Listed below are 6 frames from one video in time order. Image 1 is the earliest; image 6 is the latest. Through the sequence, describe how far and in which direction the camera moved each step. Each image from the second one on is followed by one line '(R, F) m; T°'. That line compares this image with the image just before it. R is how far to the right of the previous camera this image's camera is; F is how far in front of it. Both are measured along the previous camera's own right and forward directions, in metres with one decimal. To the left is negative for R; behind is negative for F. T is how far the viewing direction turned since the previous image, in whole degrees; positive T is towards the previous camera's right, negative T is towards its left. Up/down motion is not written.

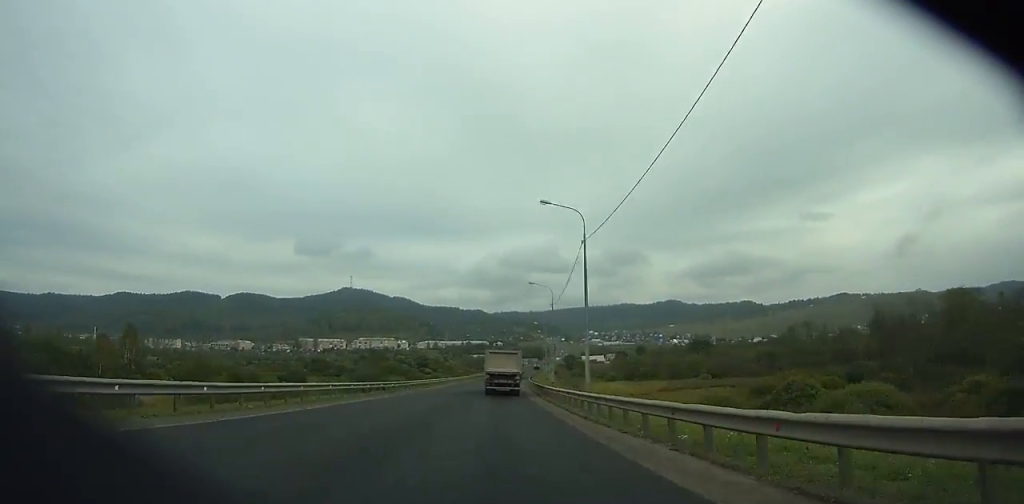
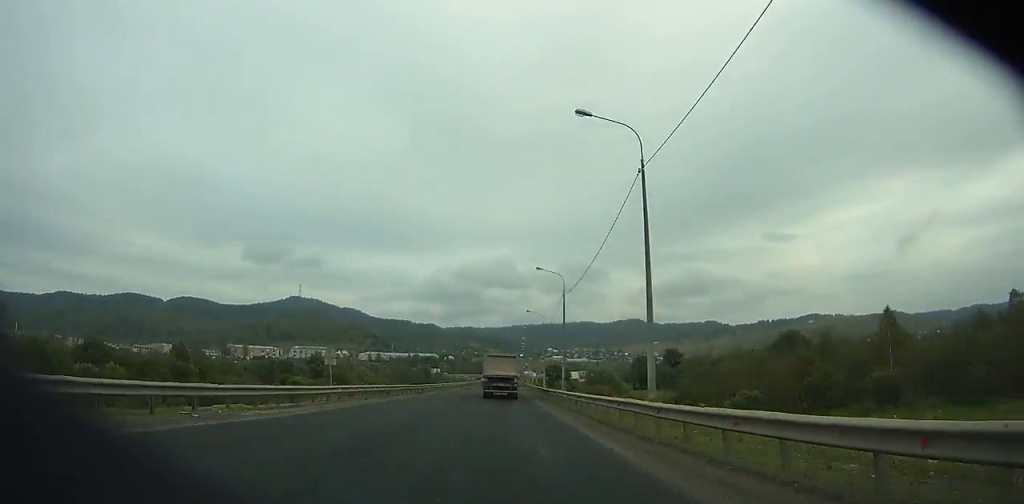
(+4.4, +121.1) m; +4°
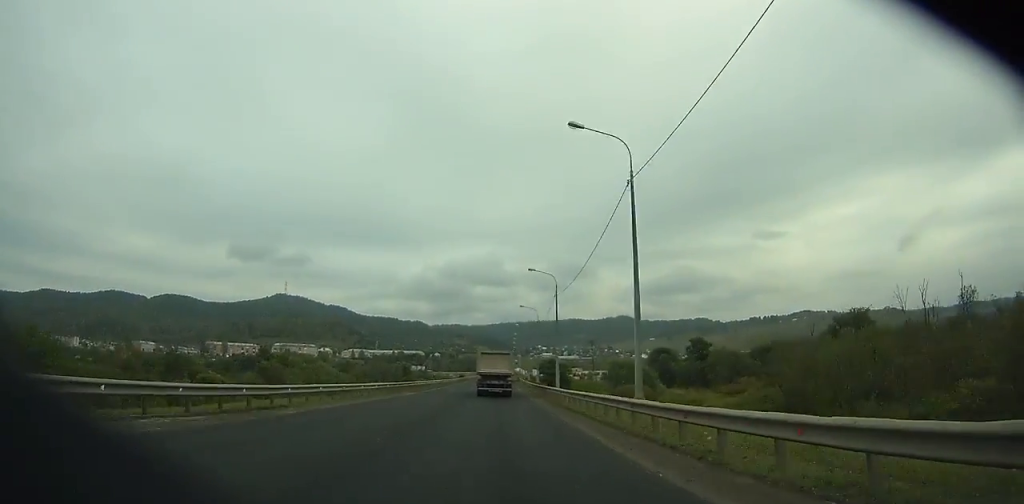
(+0.2, +34.1) m; +1°
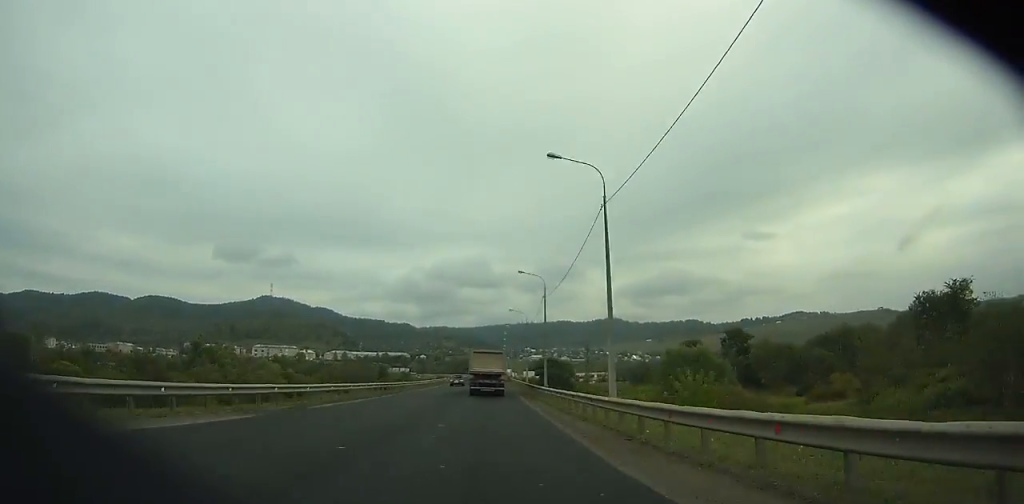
(+0.6, +30.9) m; +1°
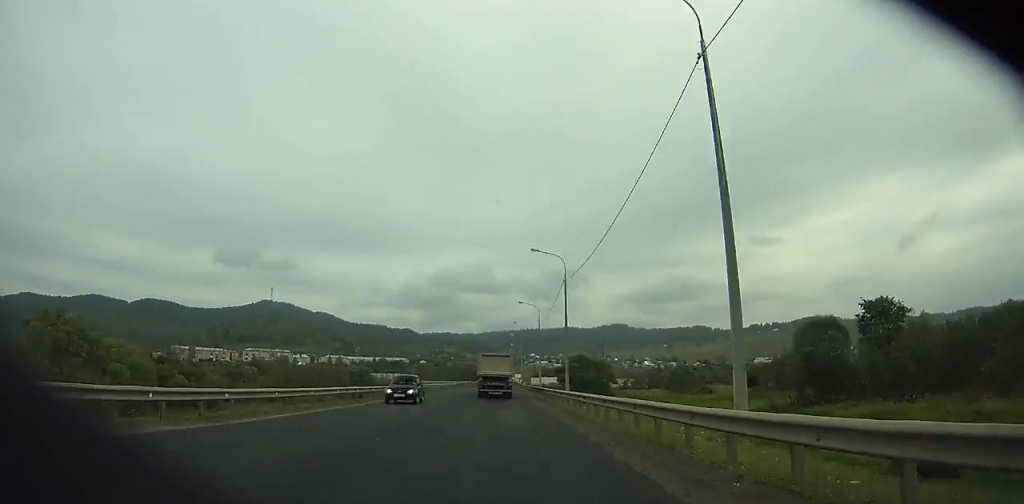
(+0.5, +49.1) m; +1°
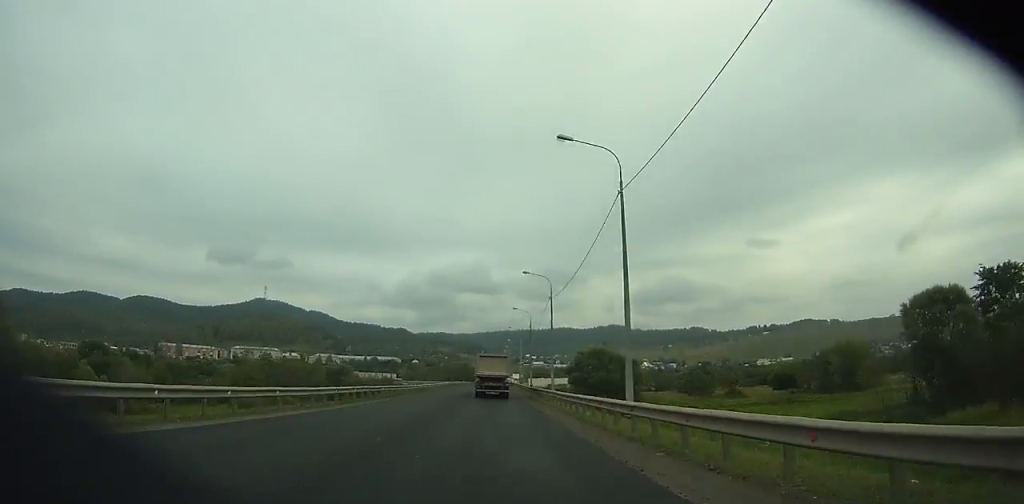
(0.0, +23.9) m; 0°
